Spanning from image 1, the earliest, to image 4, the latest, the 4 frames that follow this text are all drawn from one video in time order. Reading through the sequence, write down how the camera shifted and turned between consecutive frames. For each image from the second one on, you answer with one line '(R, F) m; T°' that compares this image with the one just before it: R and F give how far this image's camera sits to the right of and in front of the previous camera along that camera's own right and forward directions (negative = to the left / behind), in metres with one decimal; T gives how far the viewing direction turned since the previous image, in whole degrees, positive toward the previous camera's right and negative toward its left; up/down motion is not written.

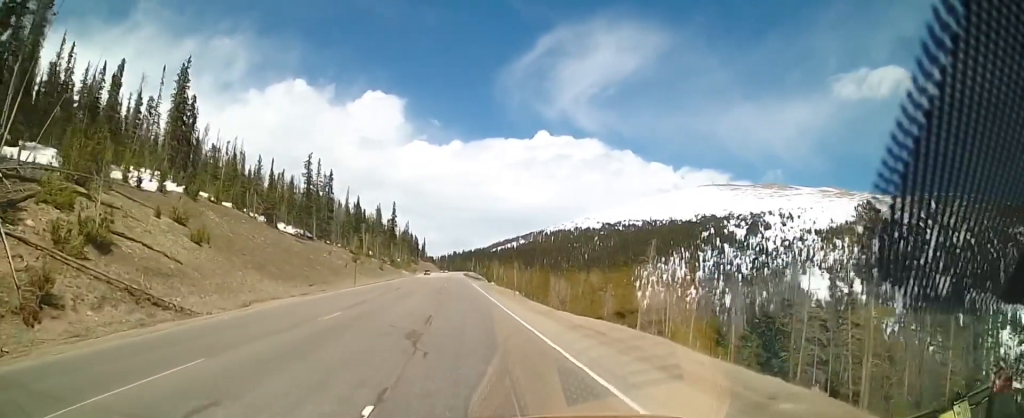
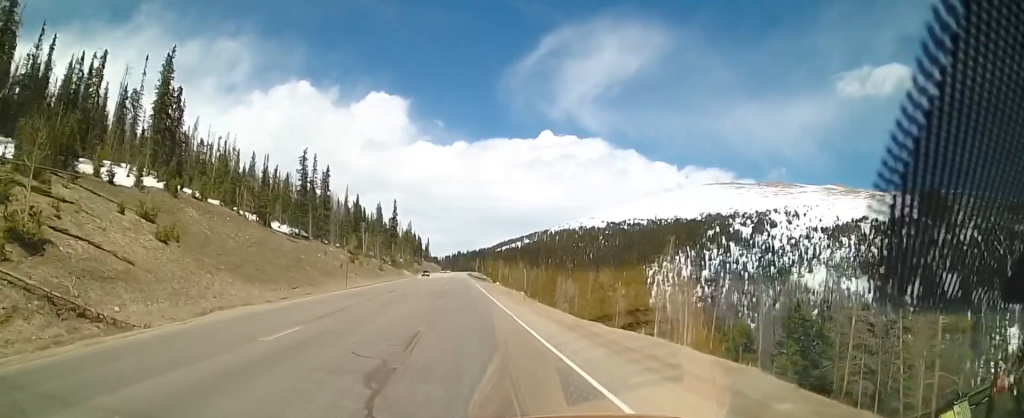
(0.0, +6.2) m; -2°
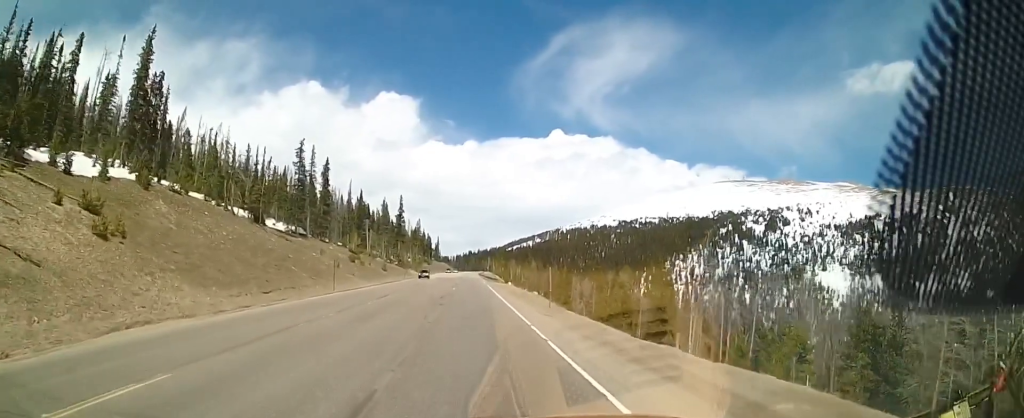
(-0.4, +9.2) m; -3°
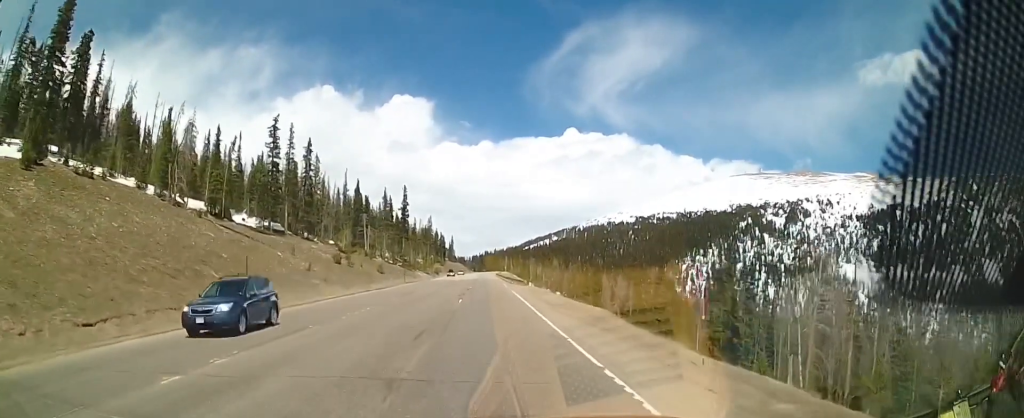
(+0.6, +22.6) m; +2°
